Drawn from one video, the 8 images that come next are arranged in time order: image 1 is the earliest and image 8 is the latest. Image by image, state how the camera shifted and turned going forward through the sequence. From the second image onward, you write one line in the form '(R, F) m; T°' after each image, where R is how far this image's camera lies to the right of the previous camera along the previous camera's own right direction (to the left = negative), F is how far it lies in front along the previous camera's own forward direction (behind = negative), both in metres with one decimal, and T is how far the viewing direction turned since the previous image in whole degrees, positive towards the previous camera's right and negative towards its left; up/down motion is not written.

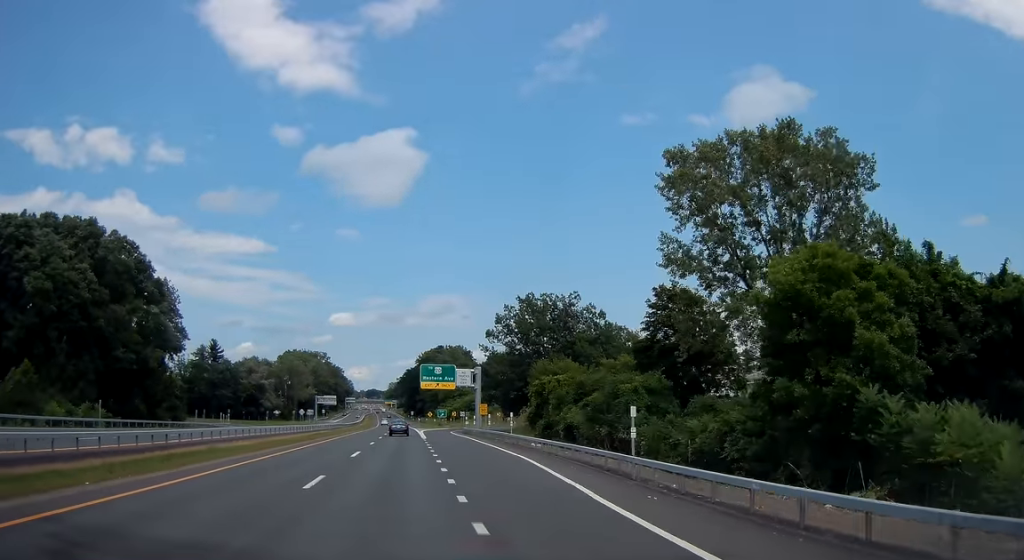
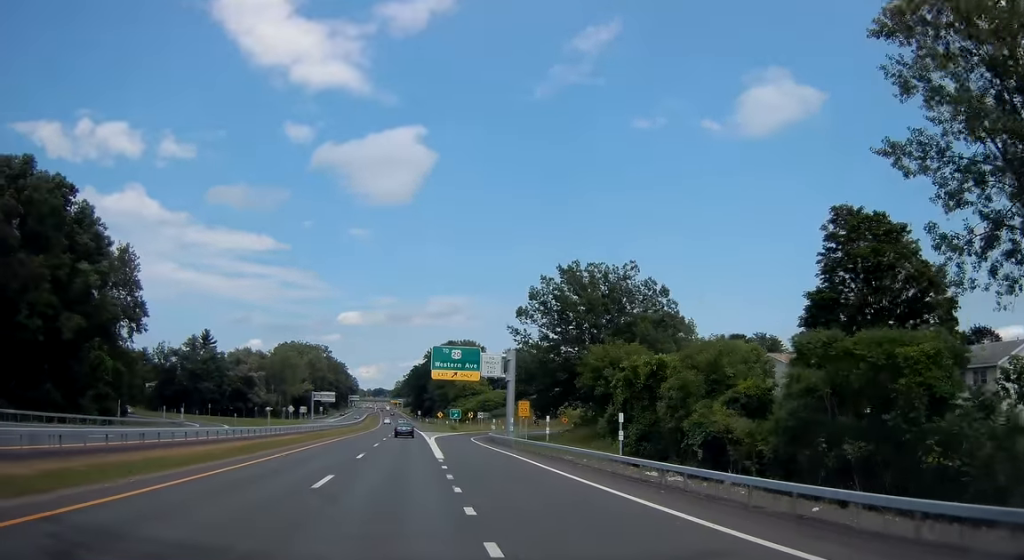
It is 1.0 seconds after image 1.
(-0.3, +23.4) m; -1°
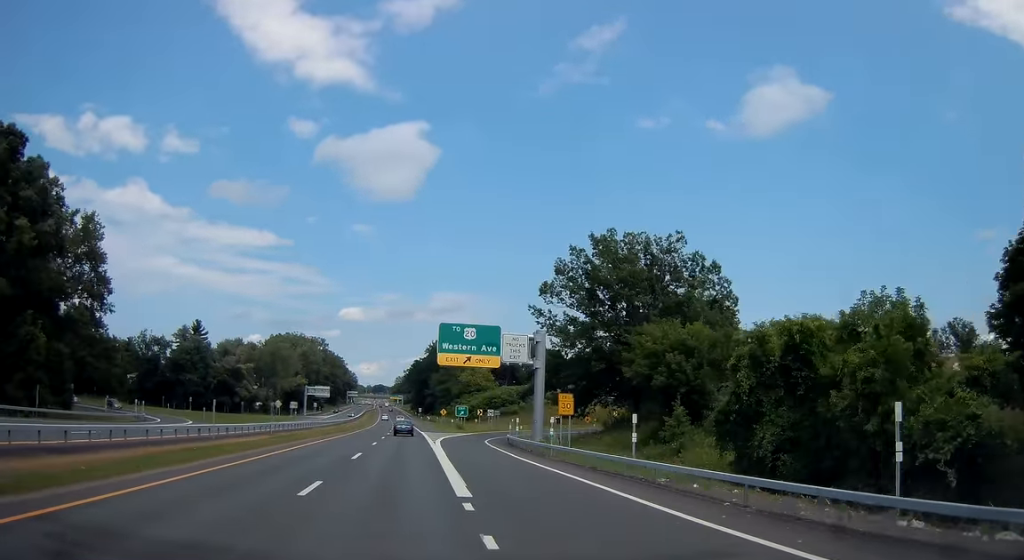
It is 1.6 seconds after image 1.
(-0.1, +14.2) m; 0°
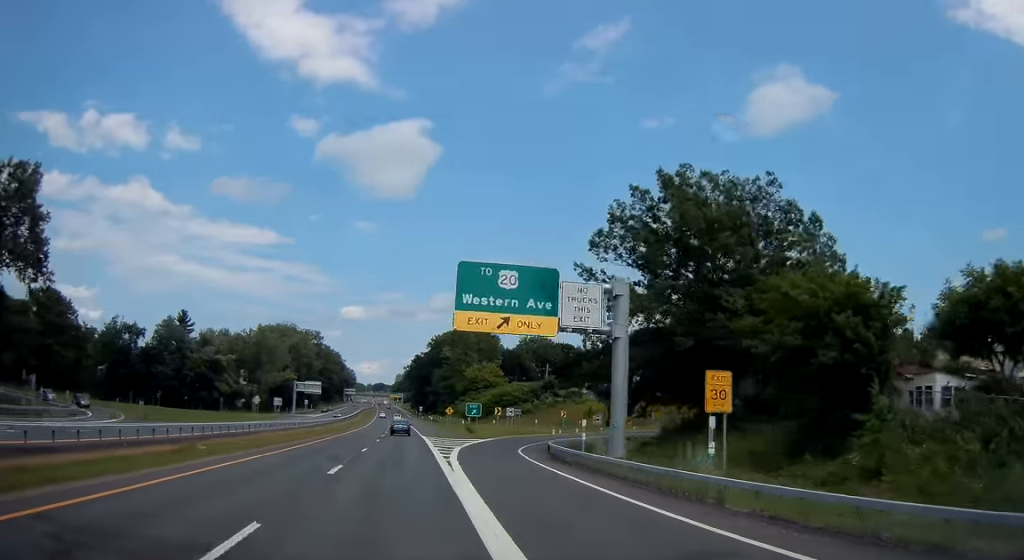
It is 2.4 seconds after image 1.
(+0.2, +19.0) m; 0°
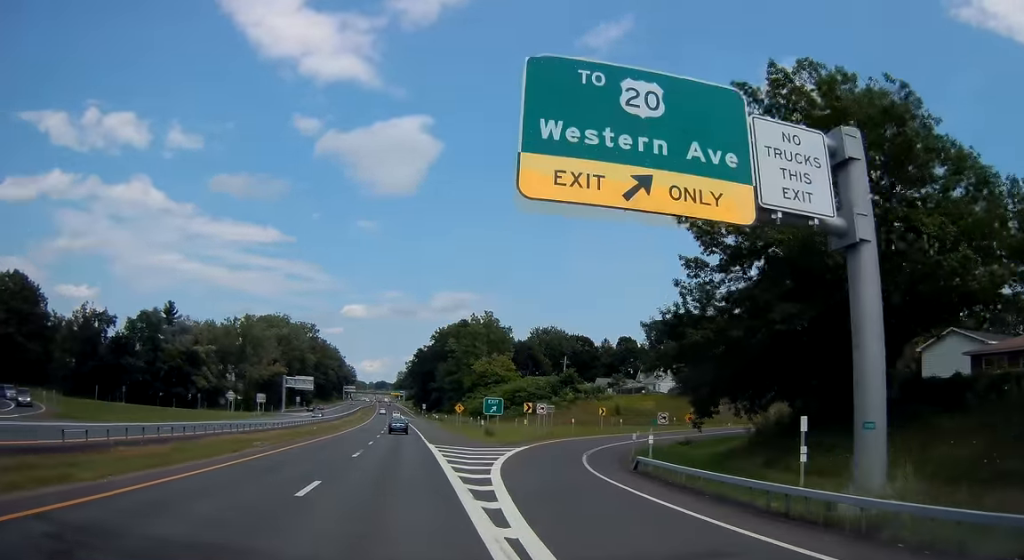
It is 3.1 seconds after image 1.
(-0.2, +17.5) m; -1°
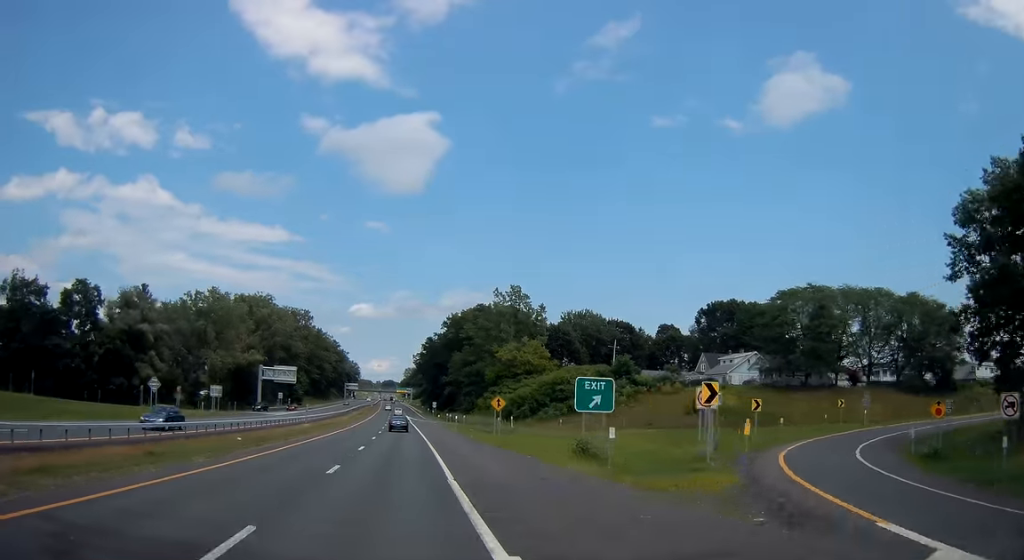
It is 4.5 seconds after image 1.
(0.0, +32.8) m; 0°
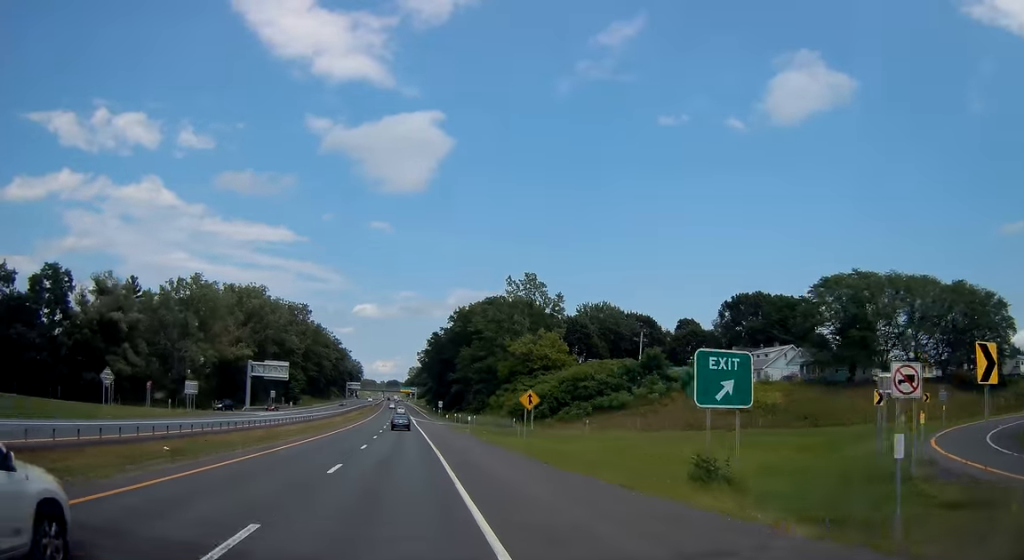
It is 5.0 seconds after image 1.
(+0.2, +12.0) m; 0°
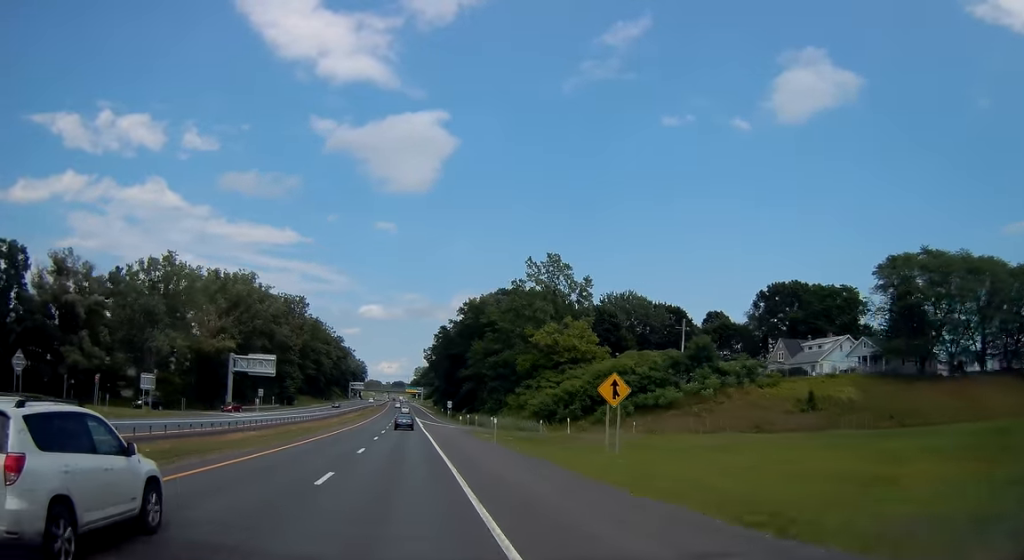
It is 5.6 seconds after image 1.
(-0.1, +15.2) m; -1°
